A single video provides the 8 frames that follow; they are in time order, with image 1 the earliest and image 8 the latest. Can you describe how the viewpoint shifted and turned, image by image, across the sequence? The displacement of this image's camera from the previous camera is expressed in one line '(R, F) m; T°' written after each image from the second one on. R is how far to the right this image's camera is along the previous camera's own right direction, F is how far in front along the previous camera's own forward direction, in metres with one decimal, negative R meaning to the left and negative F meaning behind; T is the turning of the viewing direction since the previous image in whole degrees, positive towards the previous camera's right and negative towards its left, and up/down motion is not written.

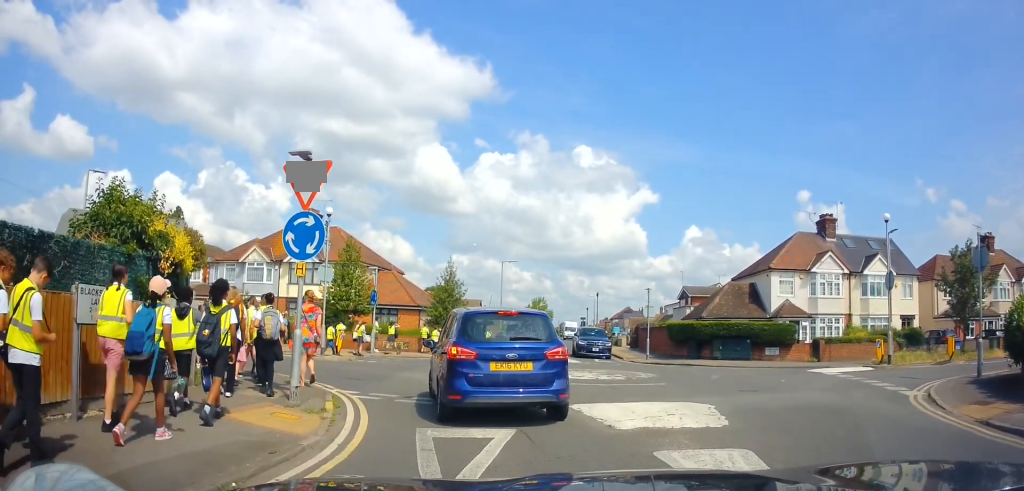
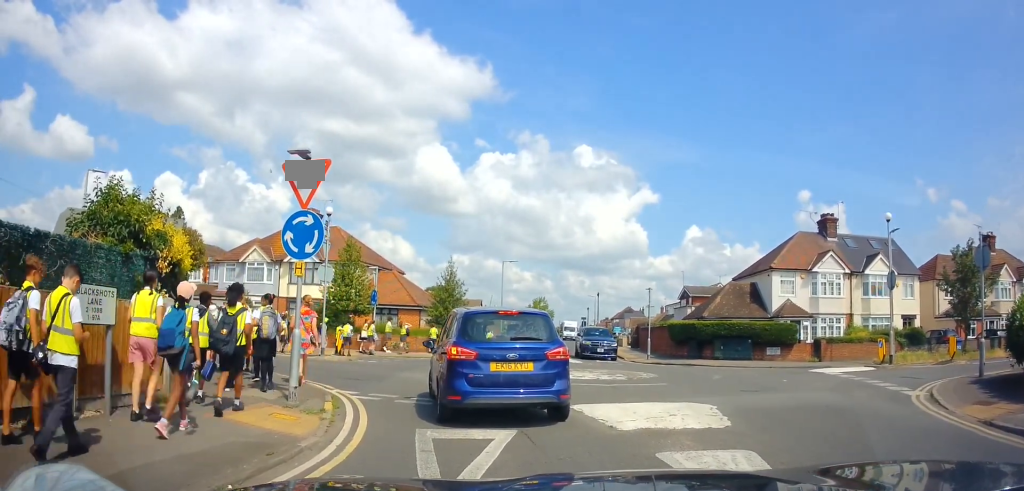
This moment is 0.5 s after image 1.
(0.0, 0.0) m; 0°
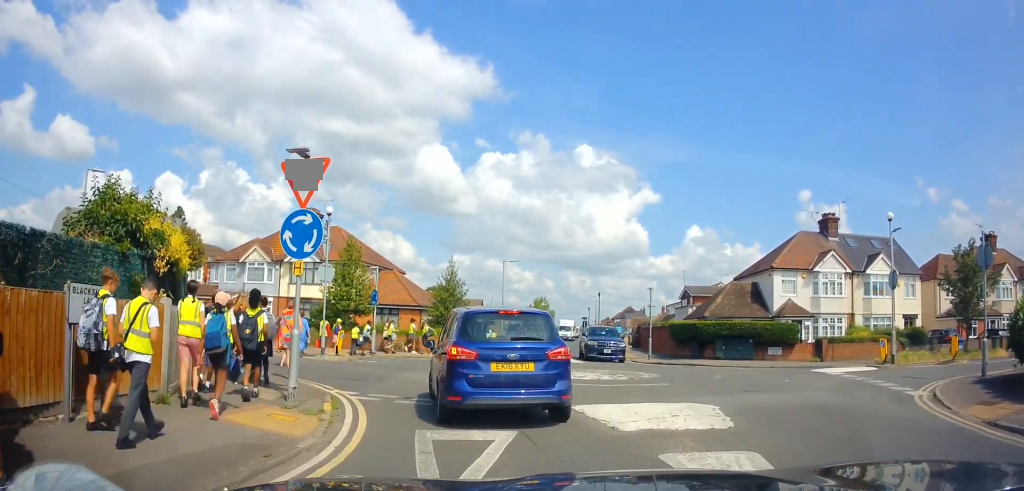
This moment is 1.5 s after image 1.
(0.0, 0.0) m; 0°
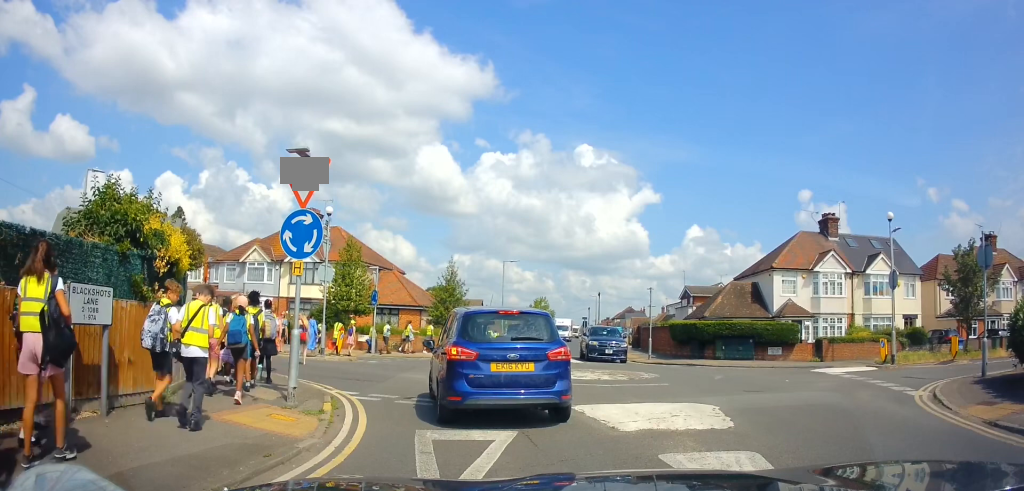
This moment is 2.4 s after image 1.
(0.0, 0.0) m; 0°
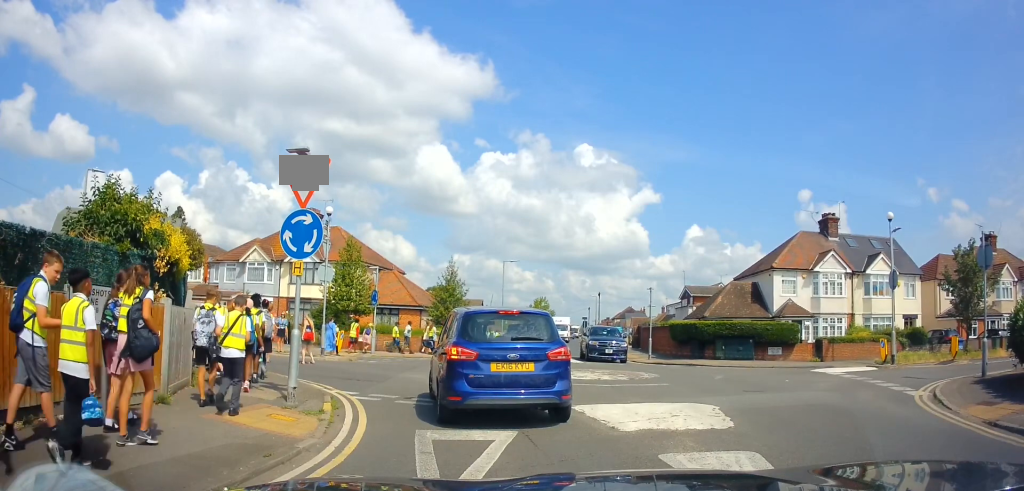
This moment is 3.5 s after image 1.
(0.0, 0.0) m; 0°
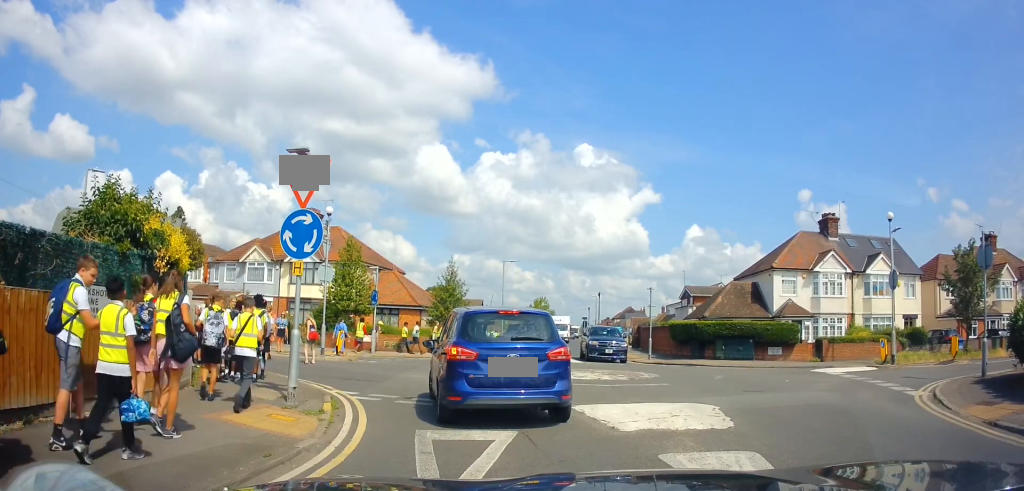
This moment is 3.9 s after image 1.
(0.0, 0.0) m; 0°
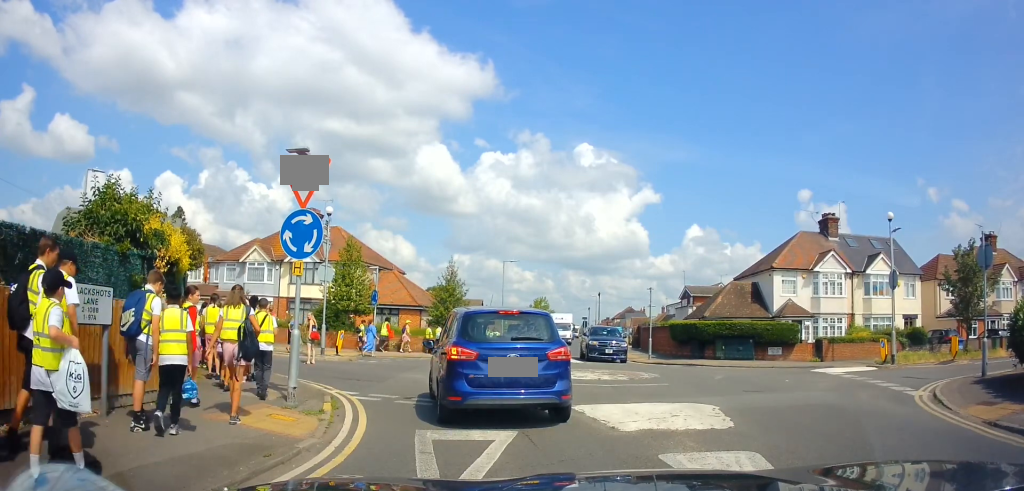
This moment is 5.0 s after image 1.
(0.0, 0.0) m; 0°
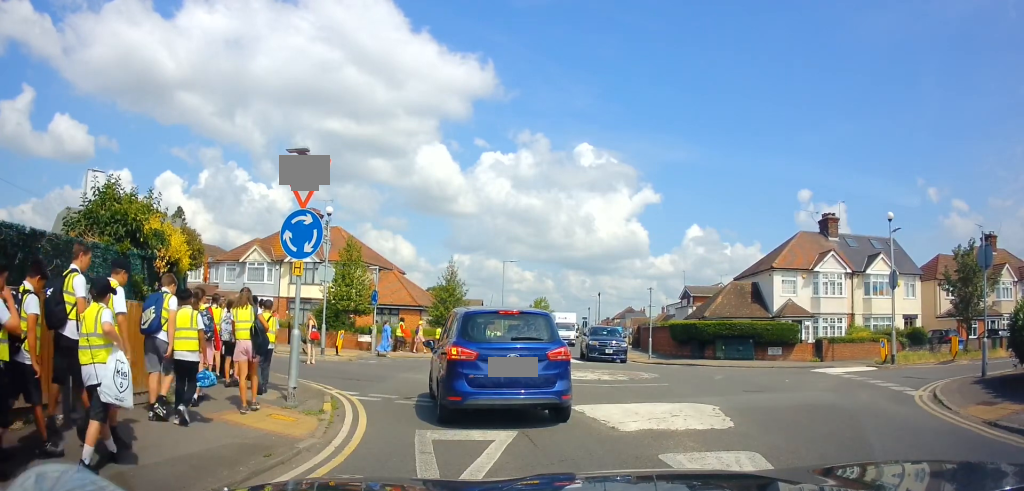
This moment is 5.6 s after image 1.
(0.0, 0.0) m; 0°
